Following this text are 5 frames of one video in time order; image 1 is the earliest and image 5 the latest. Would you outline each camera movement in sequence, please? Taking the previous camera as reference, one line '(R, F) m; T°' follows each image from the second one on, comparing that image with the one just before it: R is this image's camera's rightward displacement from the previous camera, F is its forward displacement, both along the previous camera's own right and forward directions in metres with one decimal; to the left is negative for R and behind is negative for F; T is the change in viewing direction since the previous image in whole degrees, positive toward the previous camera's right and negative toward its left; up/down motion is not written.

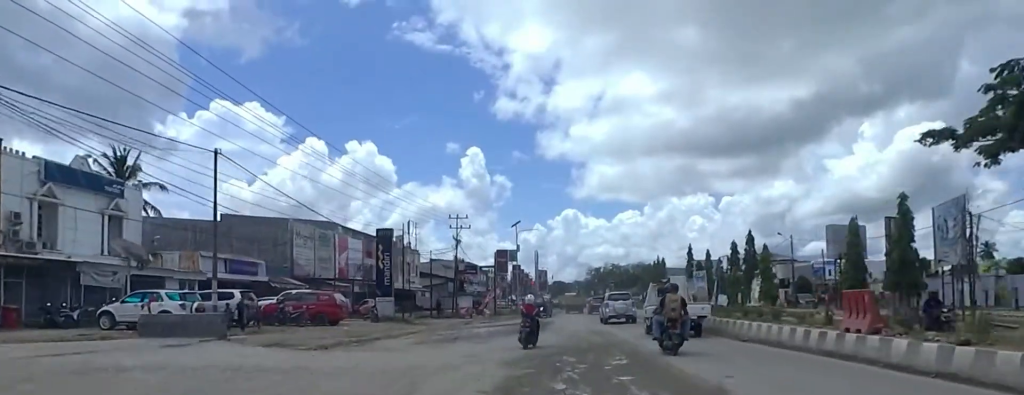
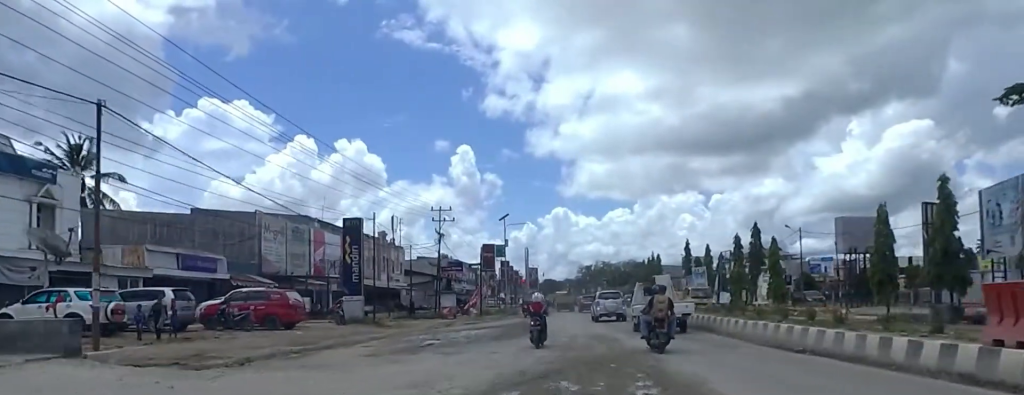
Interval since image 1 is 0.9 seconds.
(0.0, +4.4) m; 0°
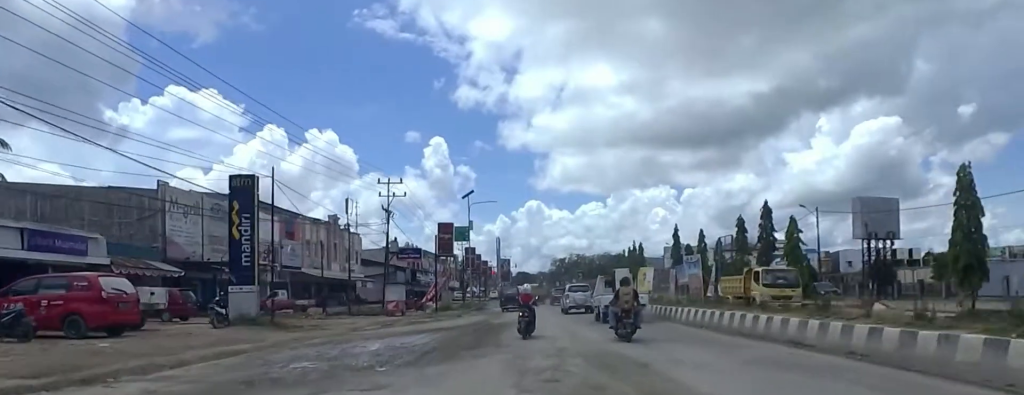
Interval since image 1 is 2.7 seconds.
(0.0, +9.6) m; 0°
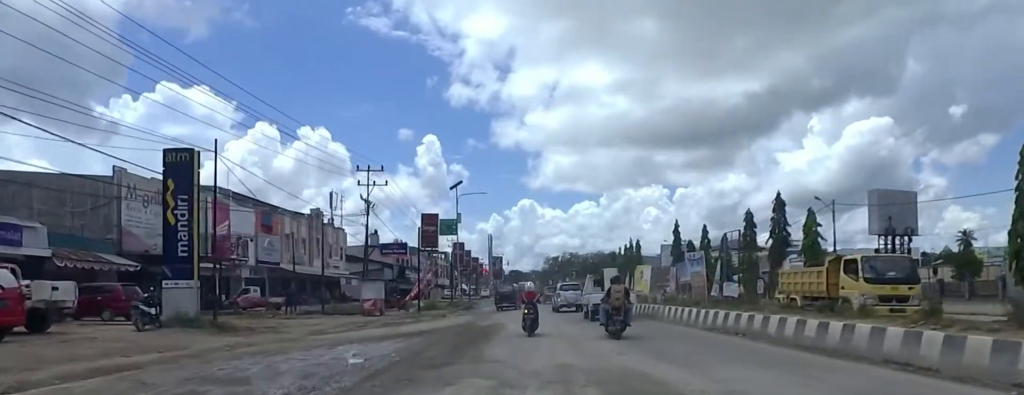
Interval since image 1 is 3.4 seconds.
(0.0, +3.9) m; 0°
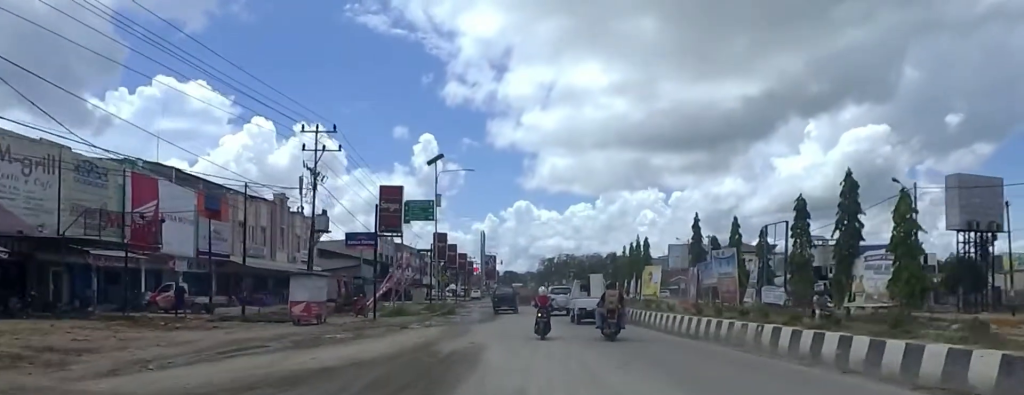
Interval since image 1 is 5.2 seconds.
(0.0, +9.4) m; 0°
